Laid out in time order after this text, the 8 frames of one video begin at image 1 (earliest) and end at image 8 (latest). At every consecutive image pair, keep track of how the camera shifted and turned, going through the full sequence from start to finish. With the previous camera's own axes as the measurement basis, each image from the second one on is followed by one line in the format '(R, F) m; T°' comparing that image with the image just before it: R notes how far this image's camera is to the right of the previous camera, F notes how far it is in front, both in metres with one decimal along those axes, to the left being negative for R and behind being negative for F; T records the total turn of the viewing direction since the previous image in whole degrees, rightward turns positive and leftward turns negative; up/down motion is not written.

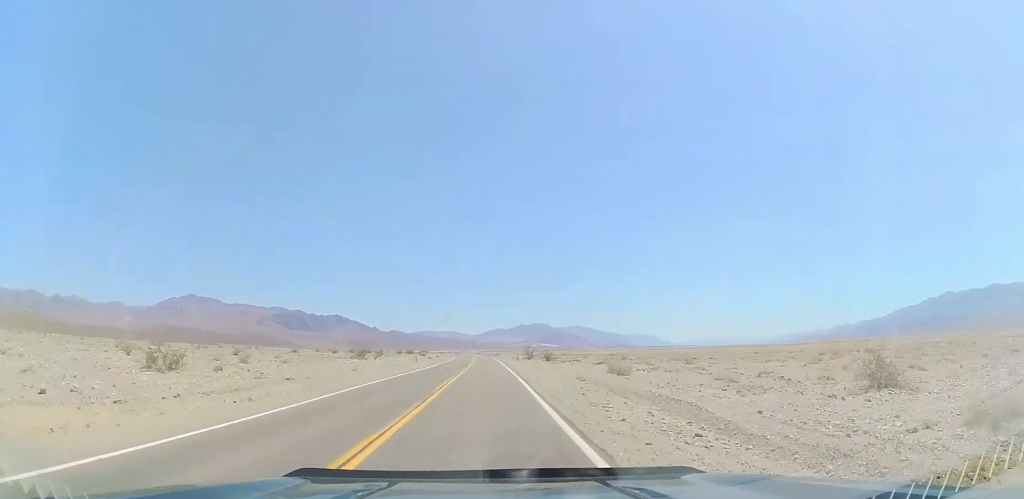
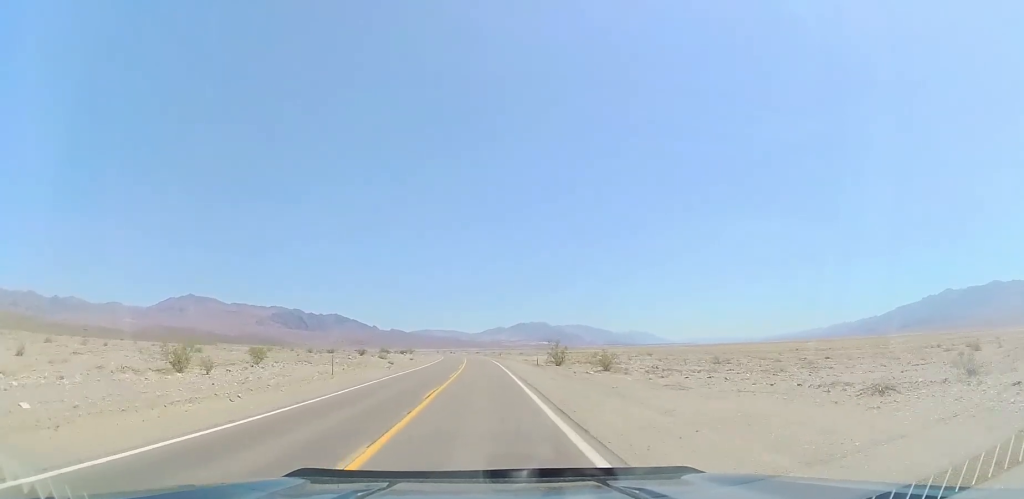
(0.0, +36.7) m; +1°
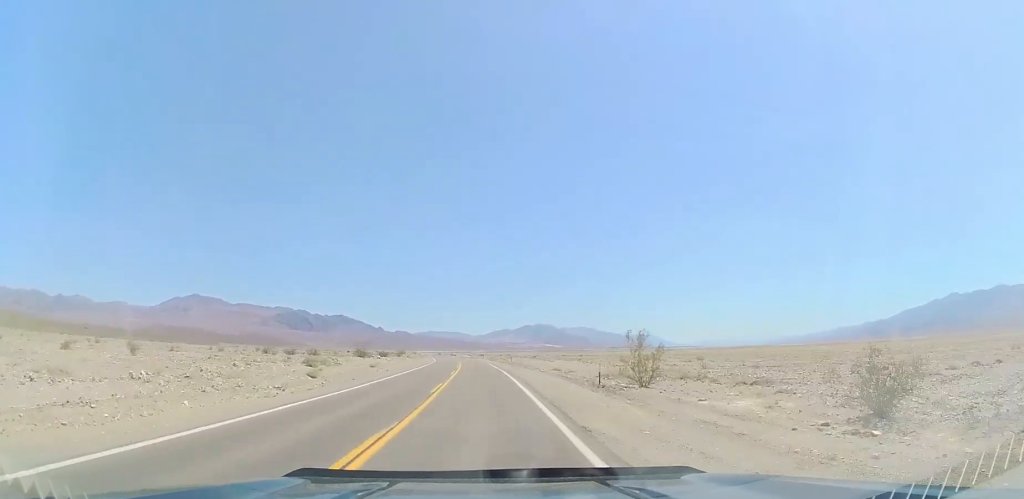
(+0.3, +26.8) m; 0°
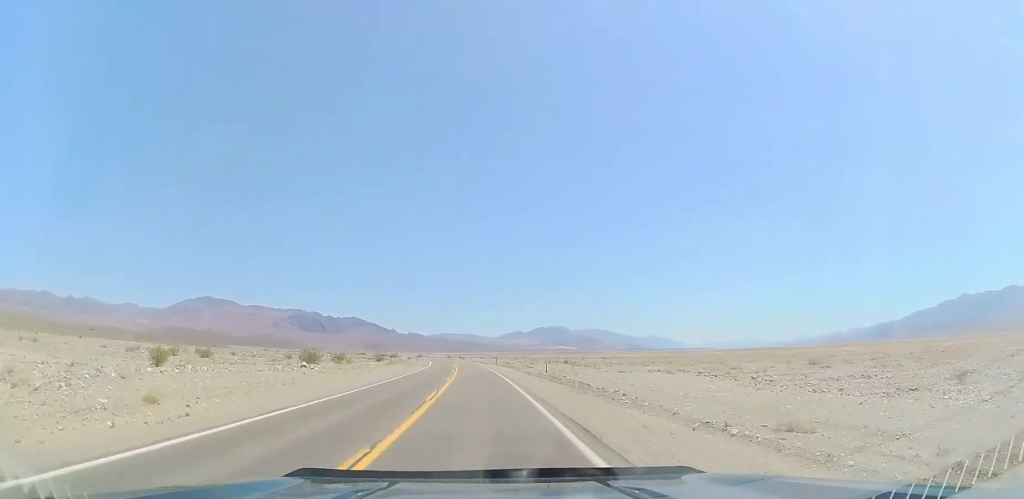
(-0.5, +32.8) m; -1°
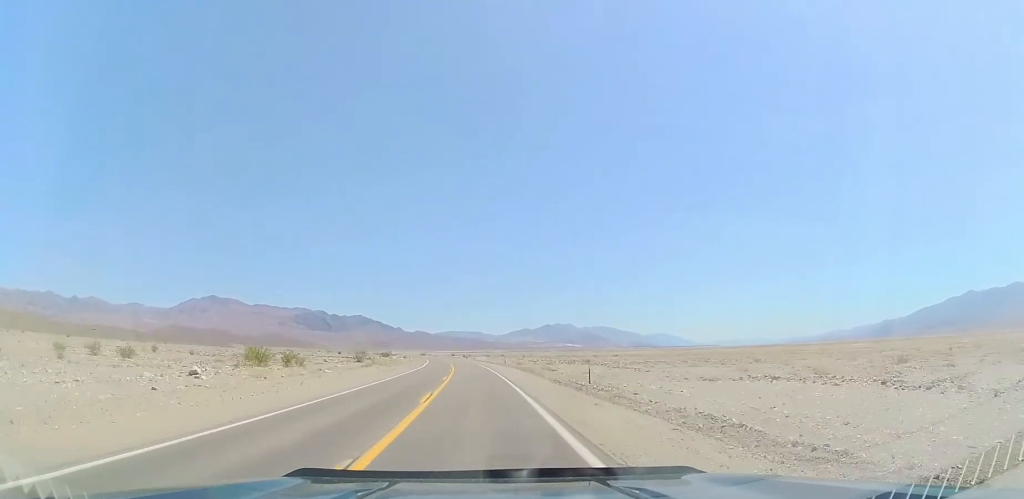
(-0.1, +15.9) m; -1°
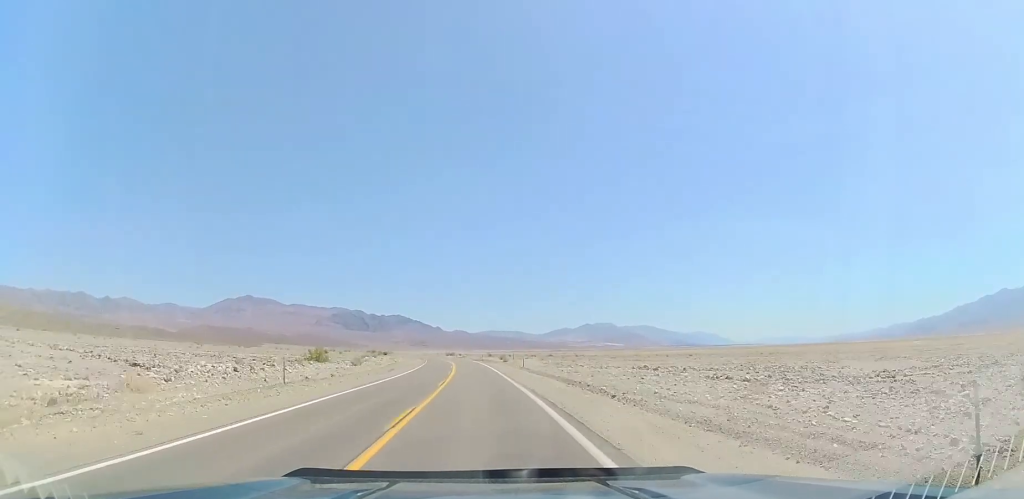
(-2.3, +66.0) m; -4°
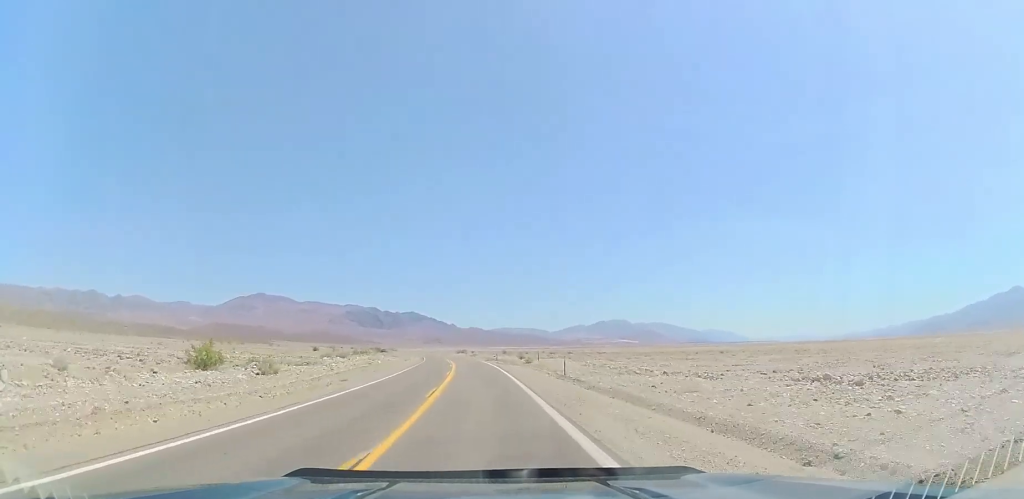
(-0.2, +21.6) m; -1°
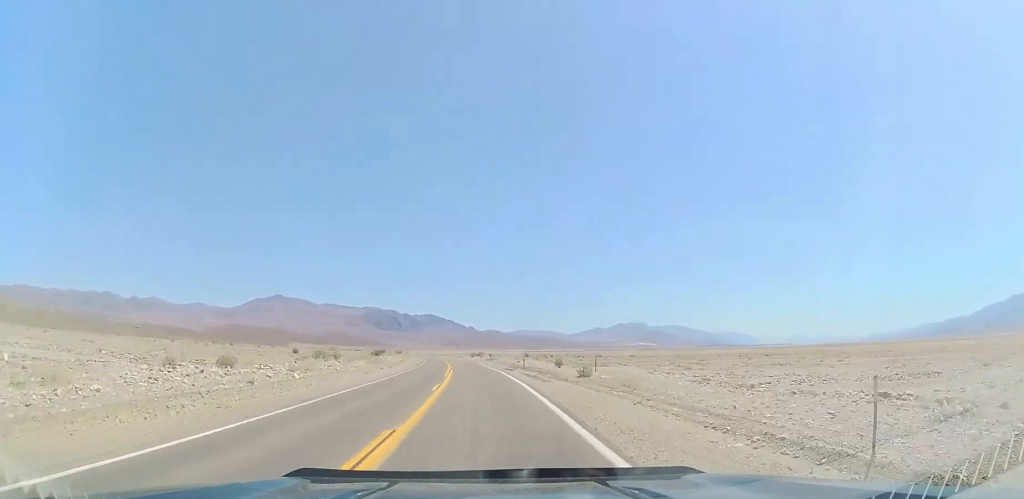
(+0.1, +26.6) m; -2°
